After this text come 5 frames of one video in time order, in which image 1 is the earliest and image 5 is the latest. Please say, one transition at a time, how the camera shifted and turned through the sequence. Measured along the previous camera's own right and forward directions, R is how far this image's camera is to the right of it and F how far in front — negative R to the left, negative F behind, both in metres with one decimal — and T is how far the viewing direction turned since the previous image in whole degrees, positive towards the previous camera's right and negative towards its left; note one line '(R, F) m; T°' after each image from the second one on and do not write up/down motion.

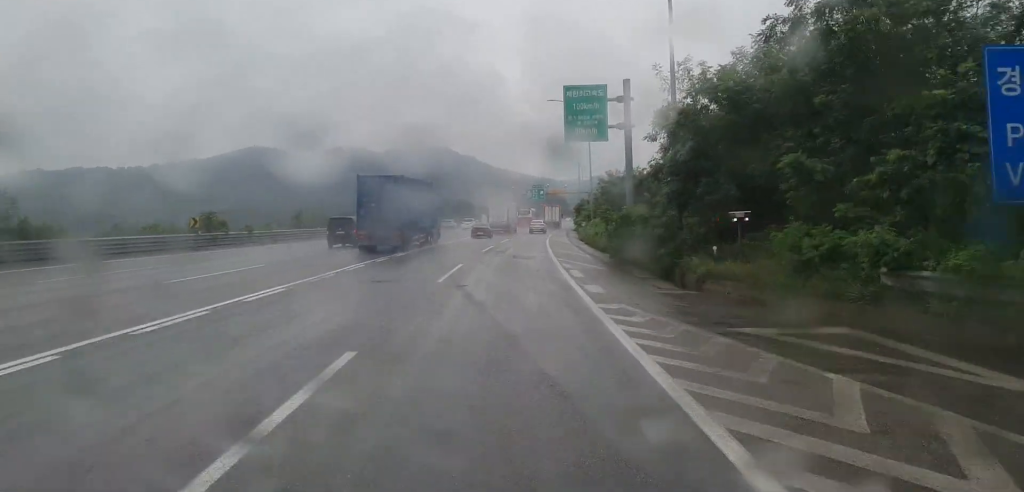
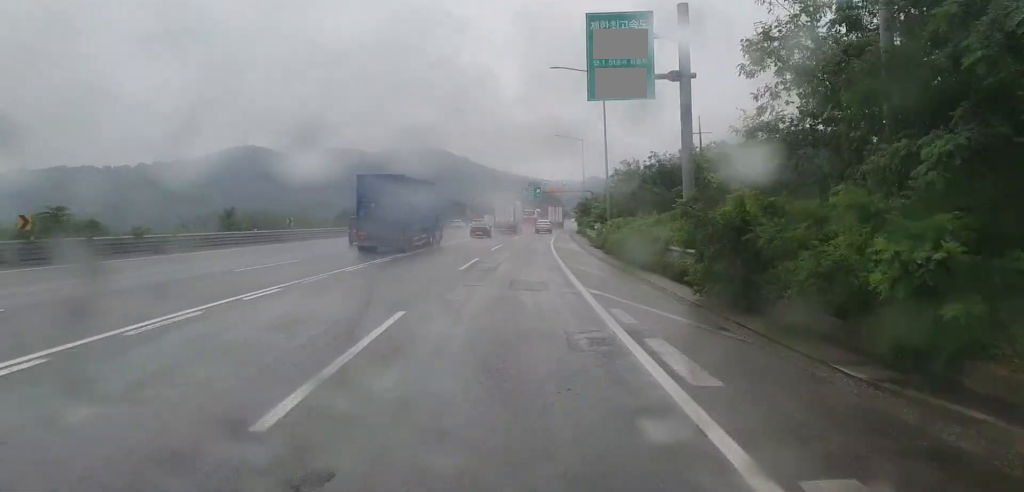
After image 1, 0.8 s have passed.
(-0.1, +15.5) m; 0°
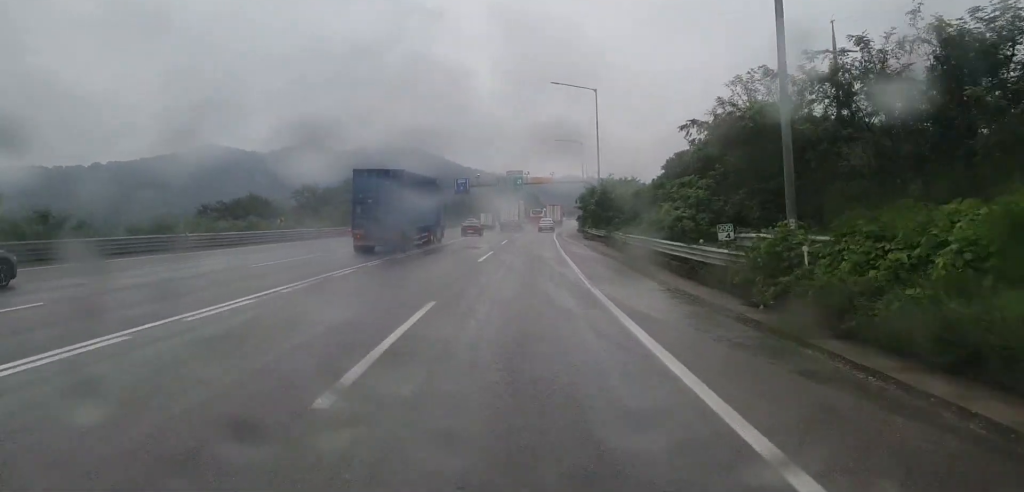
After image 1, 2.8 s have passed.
(+0.8, +38.6) m; +3°
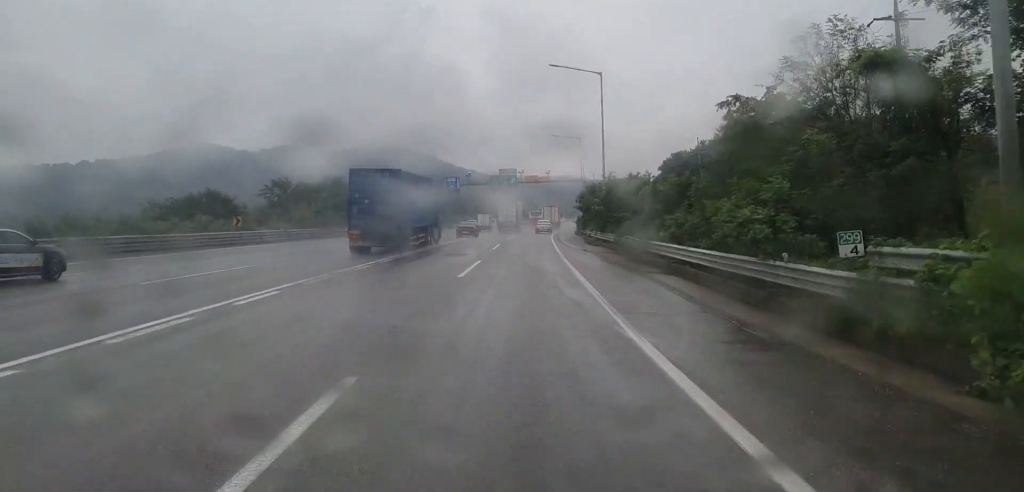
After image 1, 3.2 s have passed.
(-0.1, +7.7) m; +1°
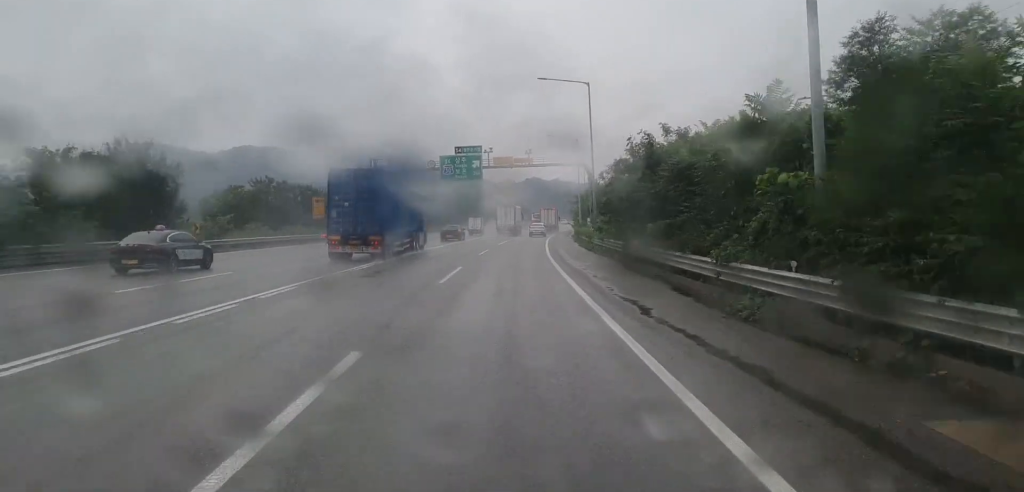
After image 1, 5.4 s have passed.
(+1.0, +42.0) m; +2°
